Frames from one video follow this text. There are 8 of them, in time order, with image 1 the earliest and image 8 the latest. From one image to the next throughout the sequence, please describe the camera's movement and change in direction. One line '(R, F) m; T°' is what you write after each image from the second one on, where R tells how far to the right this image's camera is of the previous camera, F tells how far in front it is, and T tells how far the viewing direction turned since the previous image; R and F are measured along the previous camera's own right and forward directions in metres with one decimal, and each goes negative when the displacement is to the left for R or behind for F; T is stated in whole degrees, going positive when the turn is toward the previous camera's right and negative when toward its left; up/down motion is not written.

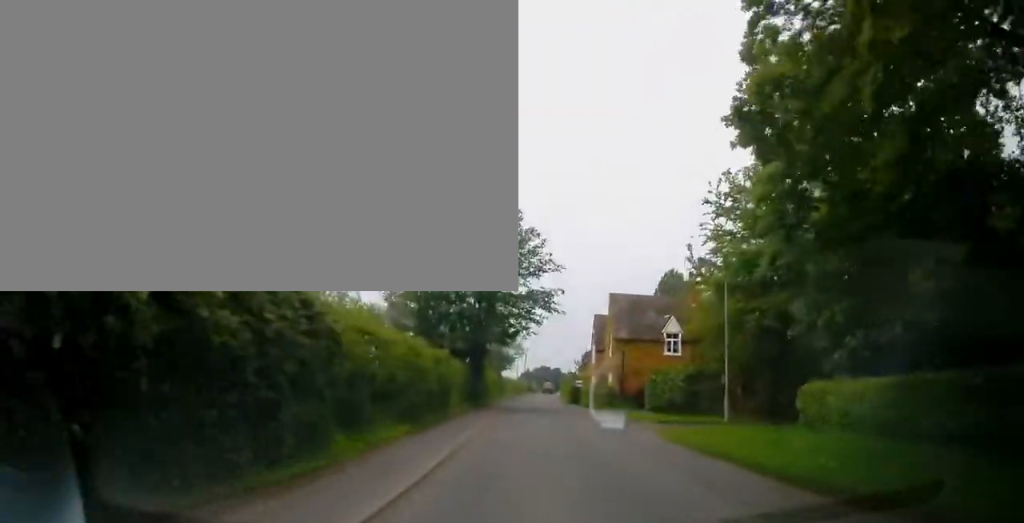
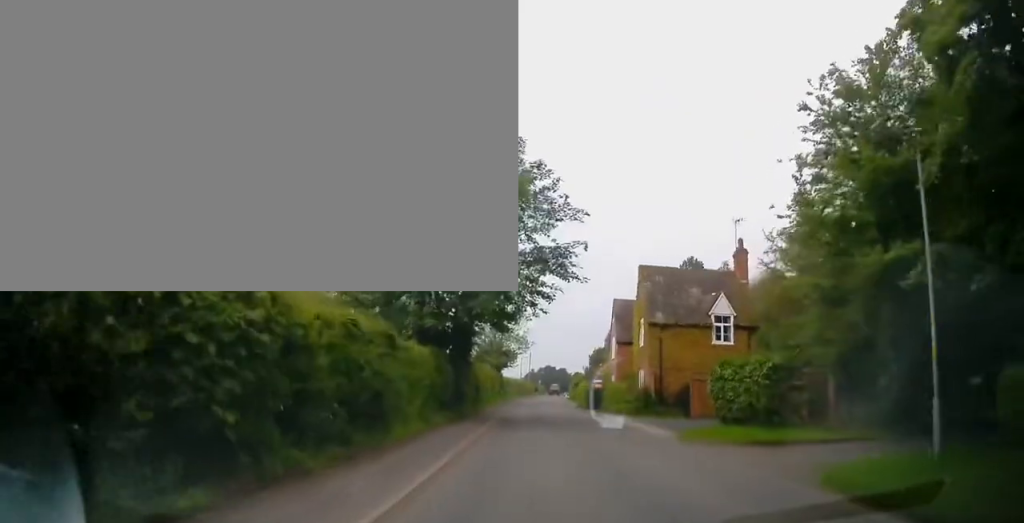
(-0.4, +9.7) m; -1°
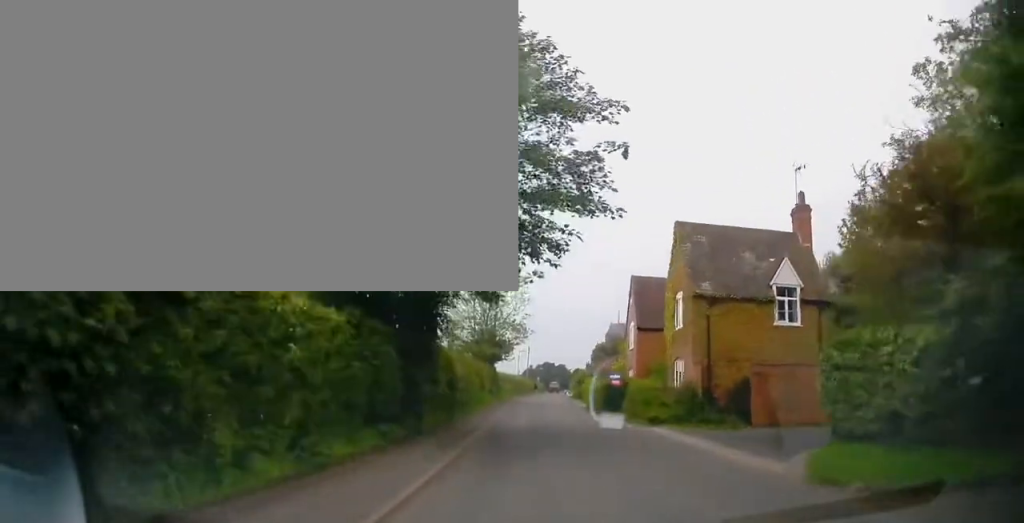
(+0.1, +8.5) m; +1°
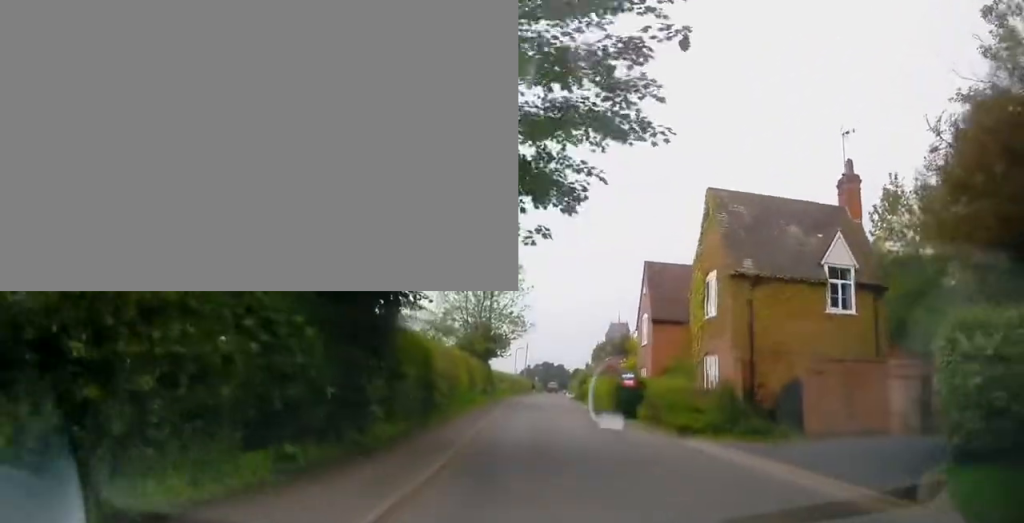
(0.0, +4.5) m; 0°
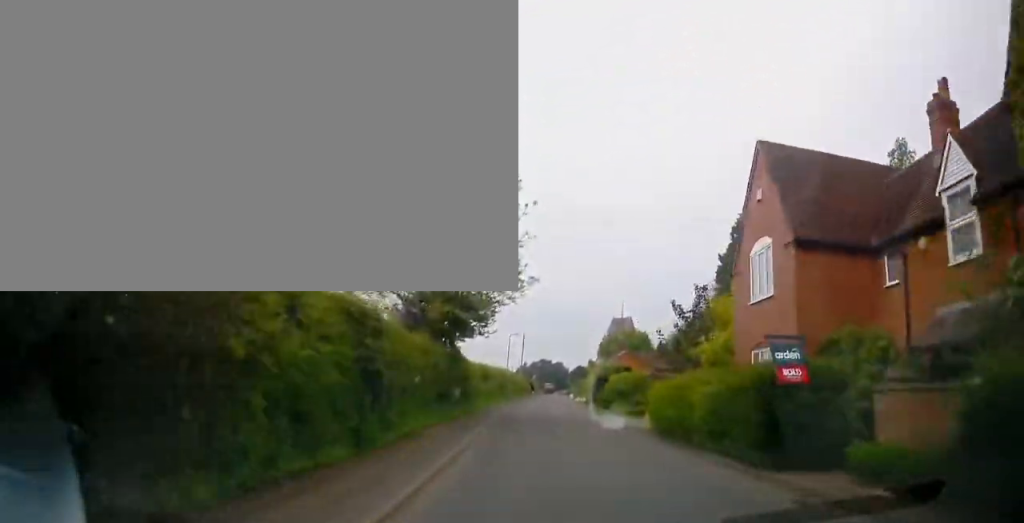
(+0.1, +17.0) m; +1°
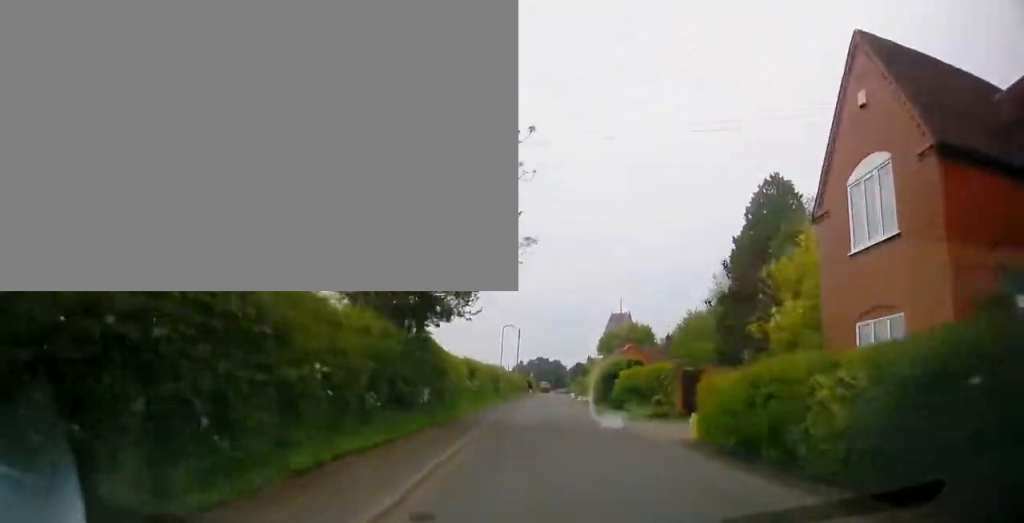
(+0.1, +5.4) m; 0°
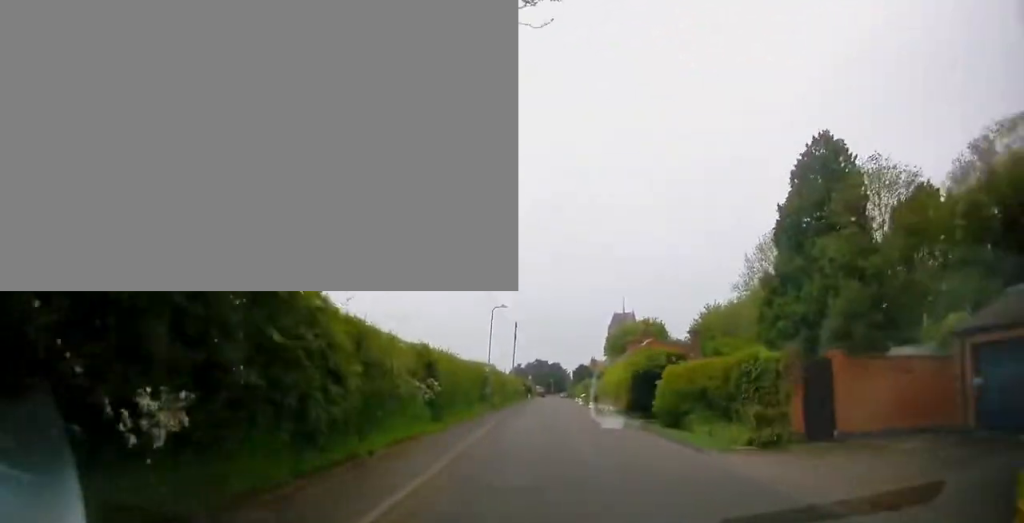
(-0.2, +11.2) m; -1°
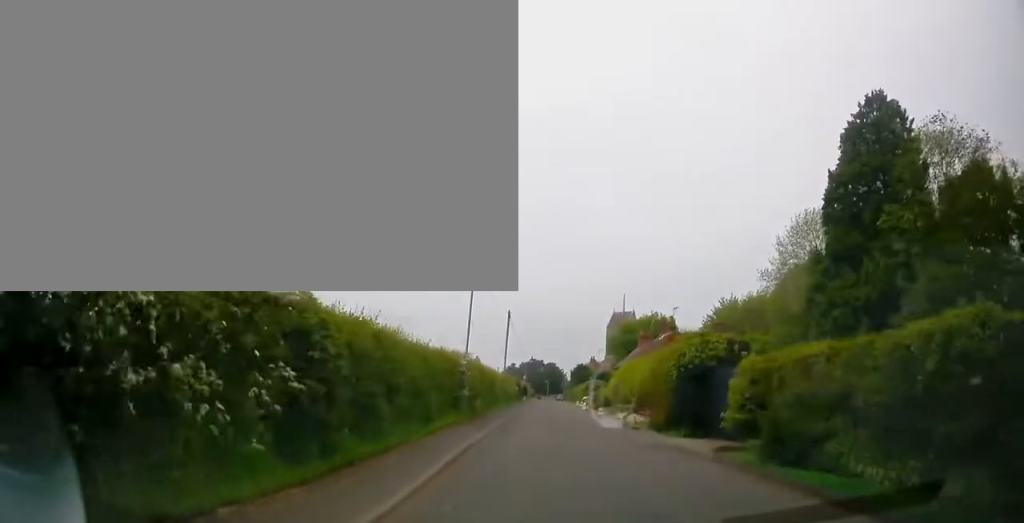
(0.0, +8.9) m; 0°
